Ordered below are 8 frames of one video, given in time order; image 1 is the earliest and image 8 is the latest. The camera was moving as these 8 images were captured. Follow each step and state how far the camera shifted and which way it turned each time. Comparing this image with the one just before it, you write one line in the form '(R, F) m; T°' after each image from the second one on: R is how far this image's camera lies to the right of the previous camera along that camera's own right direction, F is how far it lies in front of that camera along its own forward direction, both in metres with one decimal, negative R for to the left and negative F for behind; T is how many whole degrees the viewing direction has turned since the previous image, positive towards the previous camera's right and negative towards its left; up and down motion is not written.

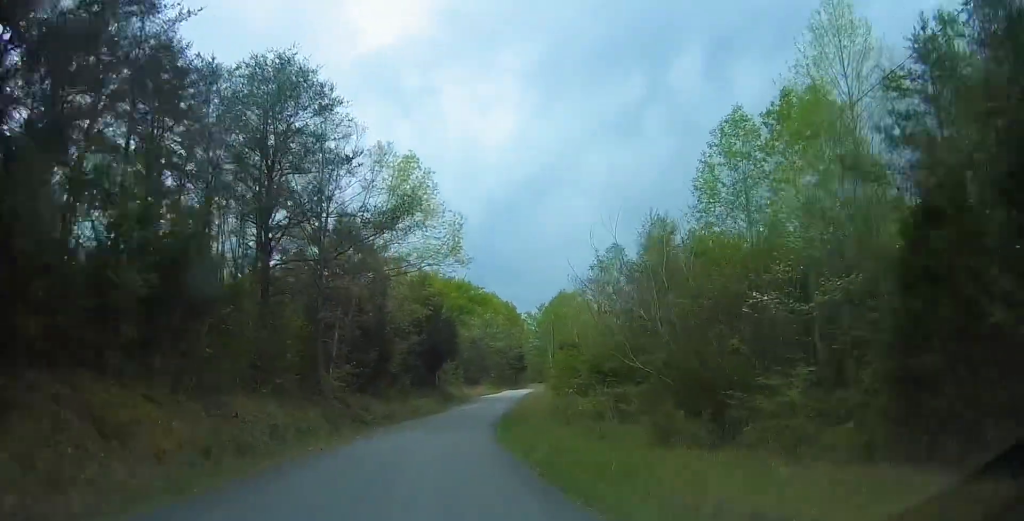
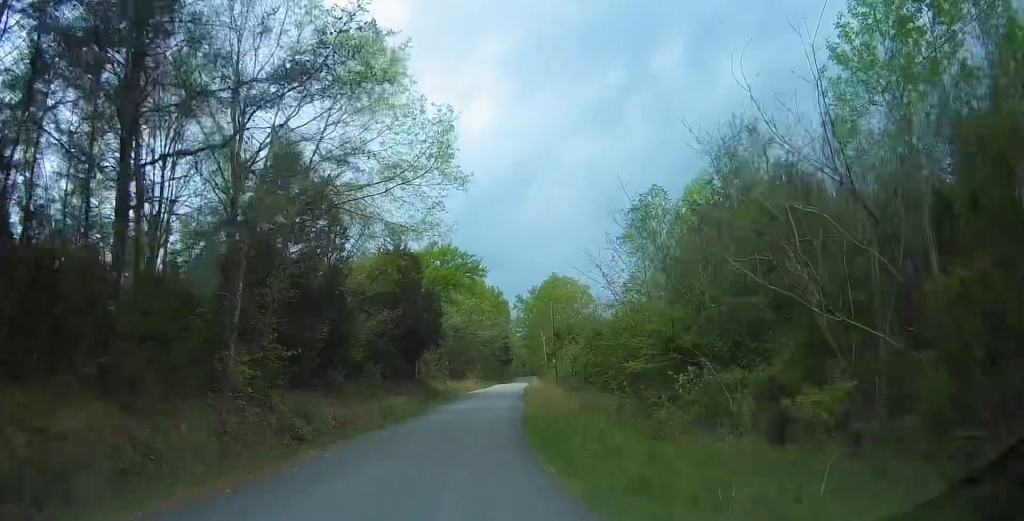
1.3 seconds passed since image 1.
(+0.6, +12.6) m; +4°
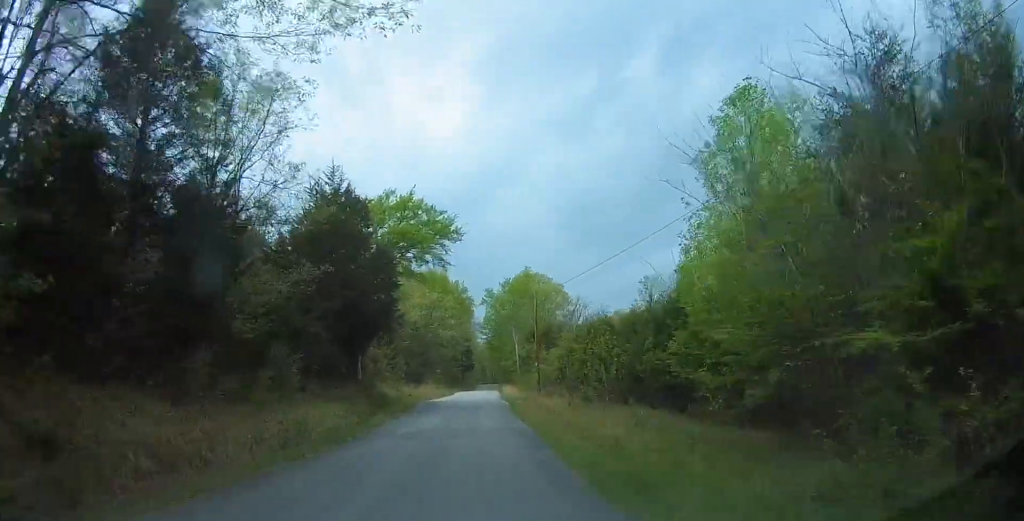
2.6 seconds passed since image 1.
(-0.1, +13.7) m; +1°
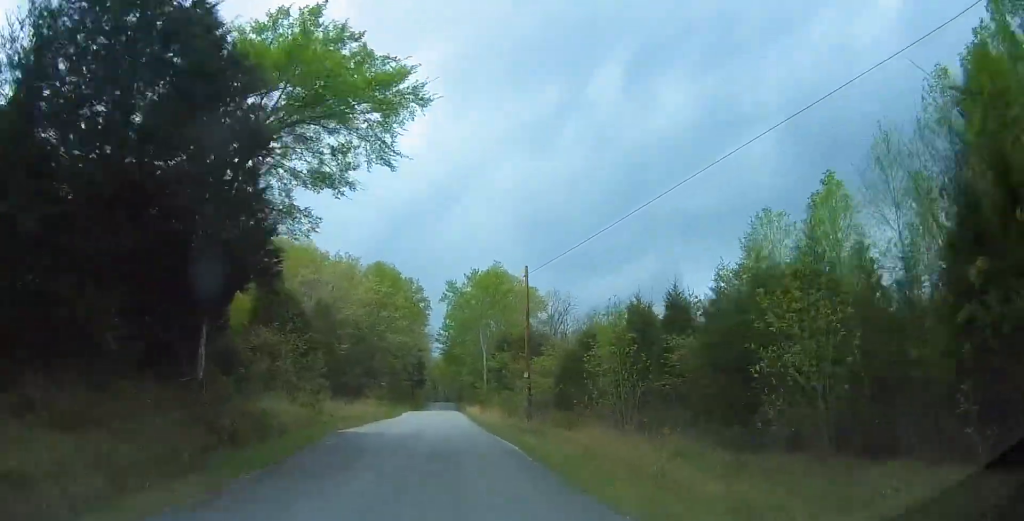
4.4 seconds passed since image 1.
(+0.9, +18.1) m; +6°
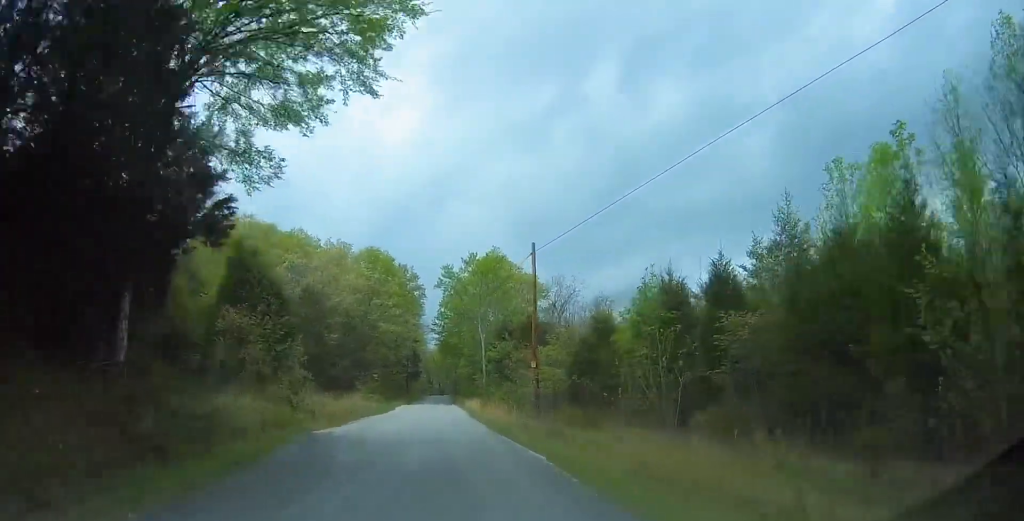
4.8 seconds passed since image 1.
(+0.1, +4.2) m; +1°
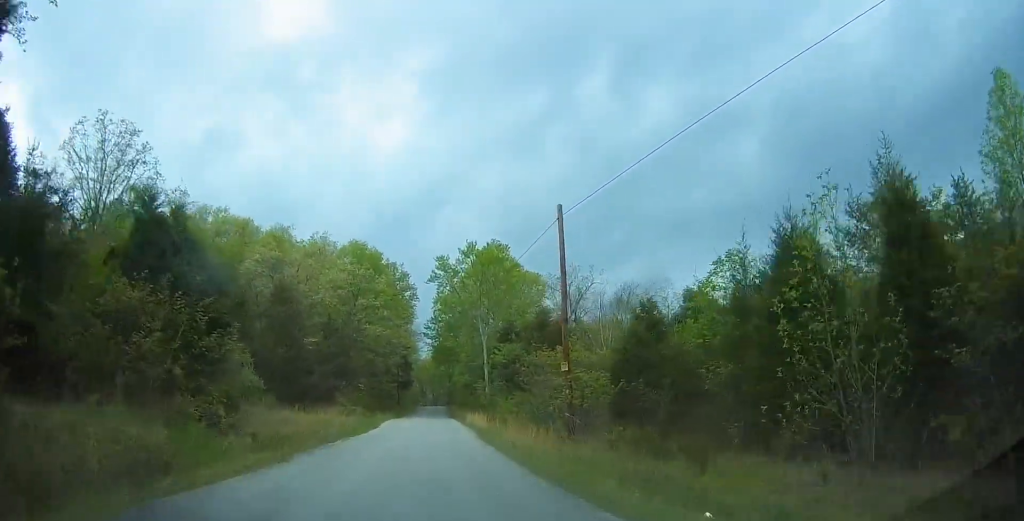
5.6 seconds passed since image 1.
(+0.4, +8.7) m; +2°
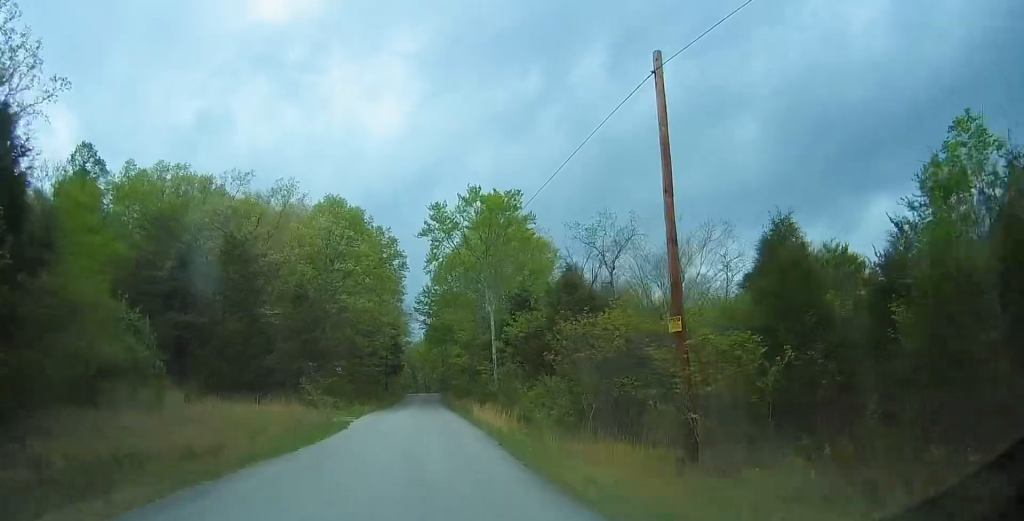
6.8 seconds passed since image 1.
(-0.2, +11.5) m; -3°
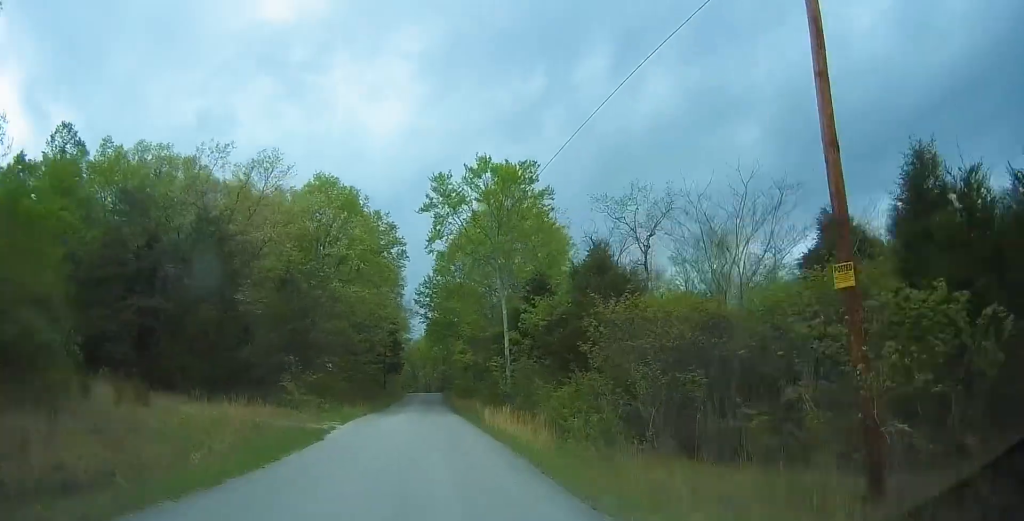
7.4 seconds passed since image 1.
(-0.3, +5.9) m; 0°
